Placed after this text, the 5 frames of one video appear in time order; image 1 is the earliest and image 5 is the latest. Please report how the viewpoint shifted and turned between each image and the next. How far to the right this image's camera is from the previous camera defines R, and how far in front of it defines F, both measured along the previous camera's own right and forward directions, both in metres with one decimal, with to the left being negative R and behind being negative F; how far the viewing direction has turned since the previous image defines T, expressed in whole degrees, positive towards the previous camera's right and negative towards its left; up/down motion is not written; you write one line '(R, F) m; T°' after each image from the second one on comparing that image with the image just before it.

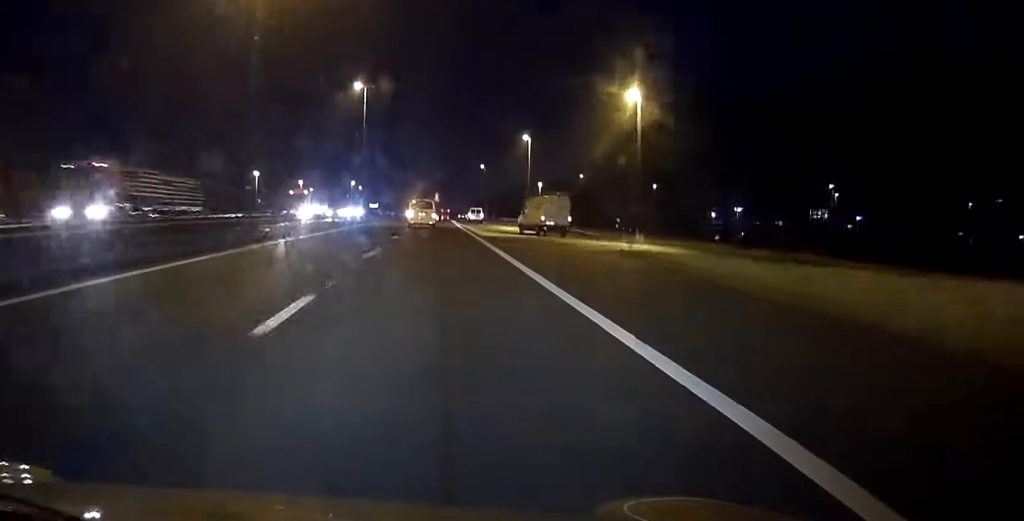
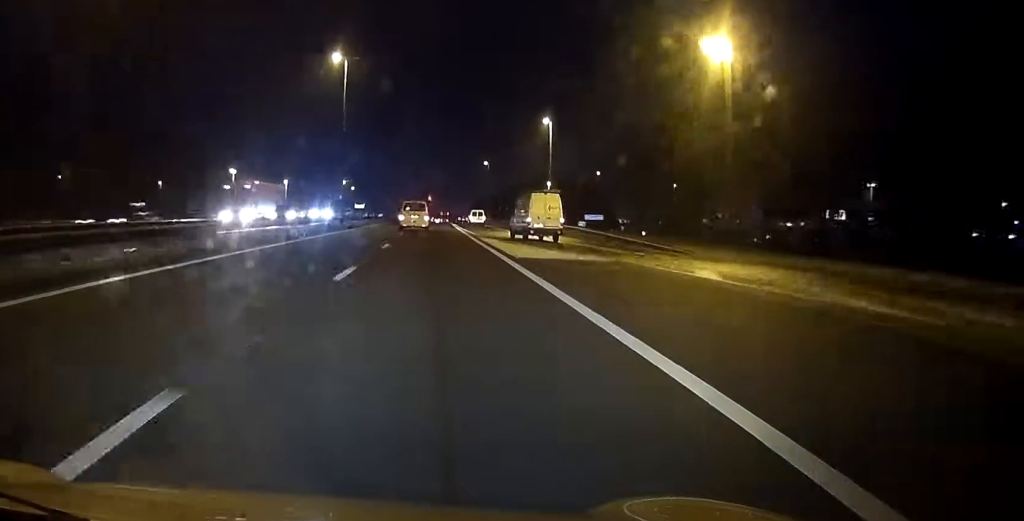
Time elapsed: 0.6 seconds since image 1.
(0.0, +17.6) m; 0°
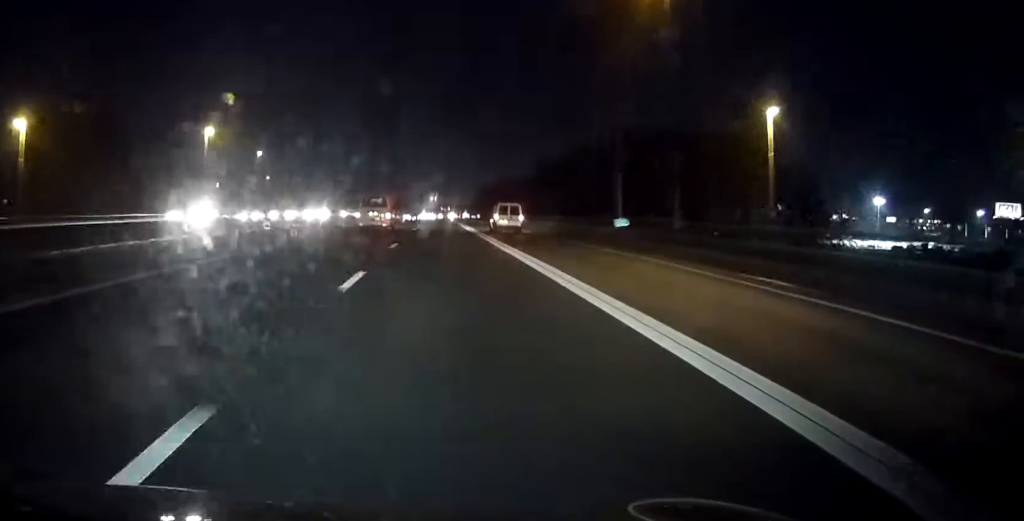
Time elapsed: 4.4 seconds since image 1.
(-0.4, +119.0) m; 0°
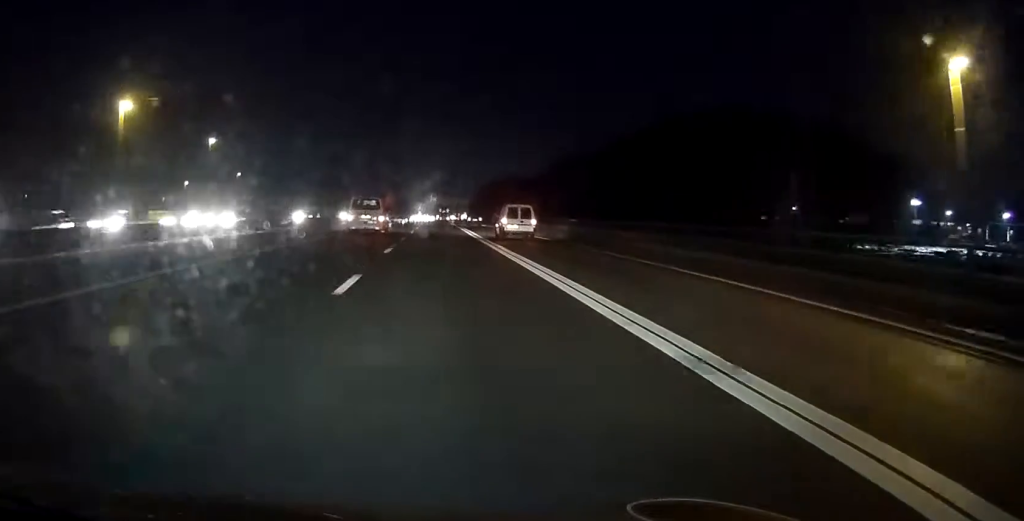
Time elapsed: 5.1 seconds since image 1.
(+0.1, +24.2) m; 0°
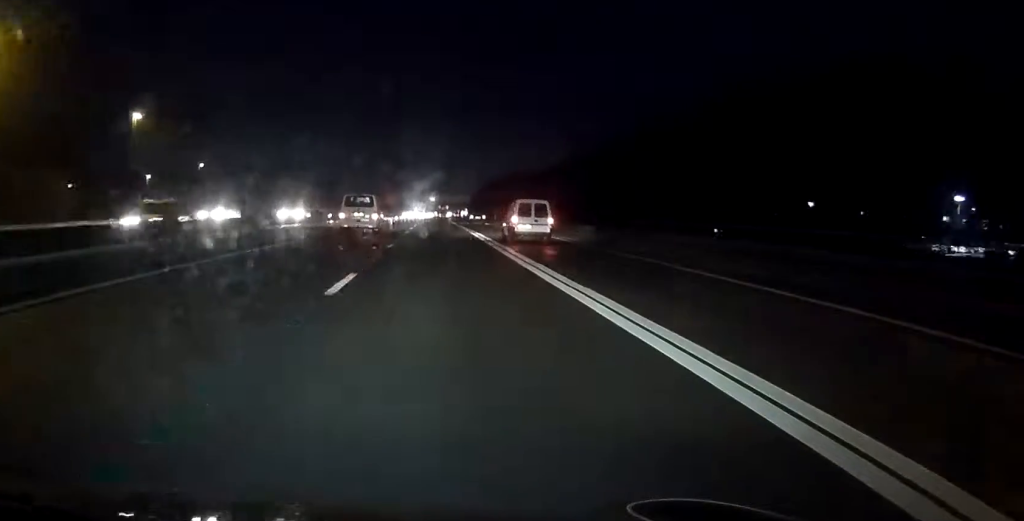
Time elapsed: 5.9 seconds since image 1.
(+0.1, +24.1) m; 0°
